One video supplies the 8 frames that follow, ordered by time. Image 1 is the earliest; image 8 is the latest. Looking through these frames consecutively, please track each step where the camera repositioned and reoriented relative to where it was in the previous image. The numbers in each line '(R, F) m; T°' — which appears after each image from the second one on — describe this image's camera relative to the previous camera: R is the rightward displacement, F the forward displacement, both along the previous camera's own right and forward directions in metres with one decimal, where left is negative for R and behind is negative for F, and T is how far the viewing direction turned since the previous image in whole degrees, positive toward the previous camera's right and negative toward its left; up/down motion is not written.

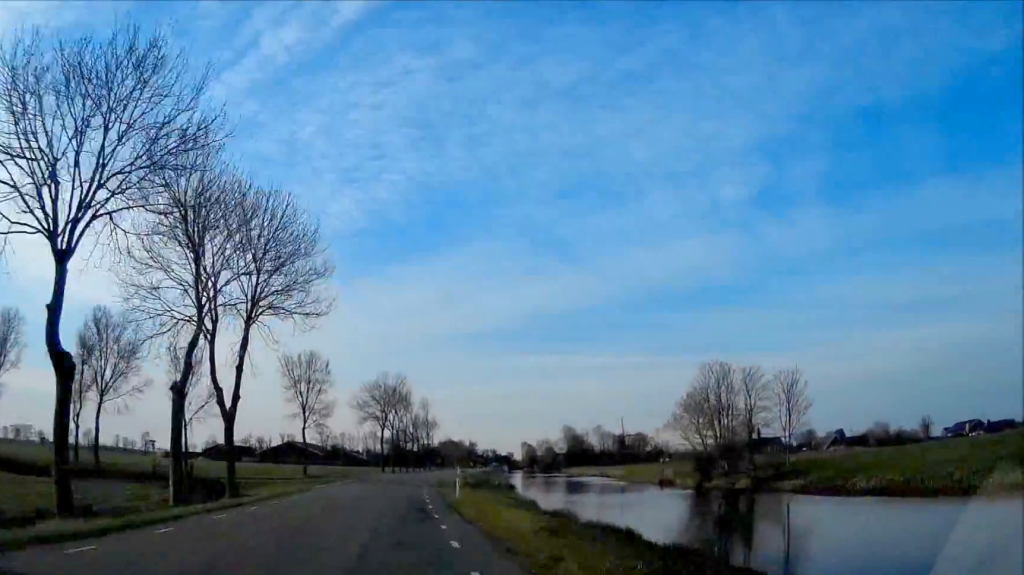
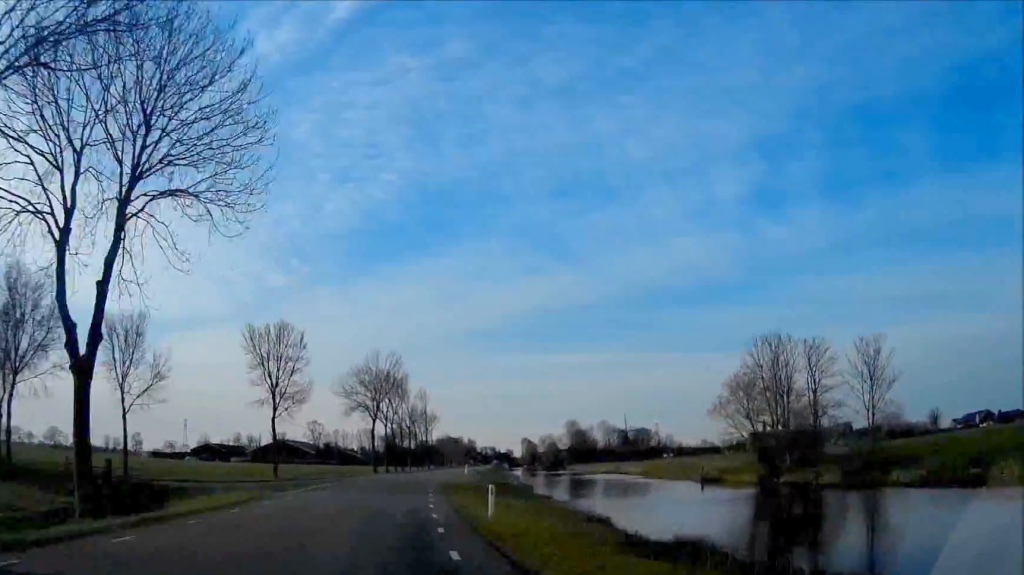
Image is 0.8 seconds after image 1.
(+0.1, +15.2) m; +1°
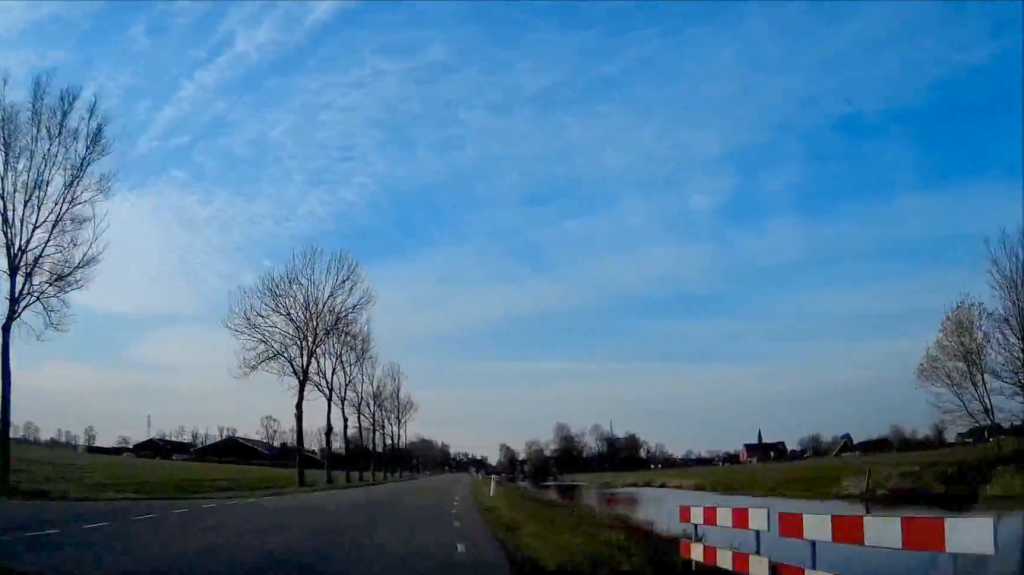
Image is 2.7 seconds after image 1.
(+0.6, +35.6) m; +2°
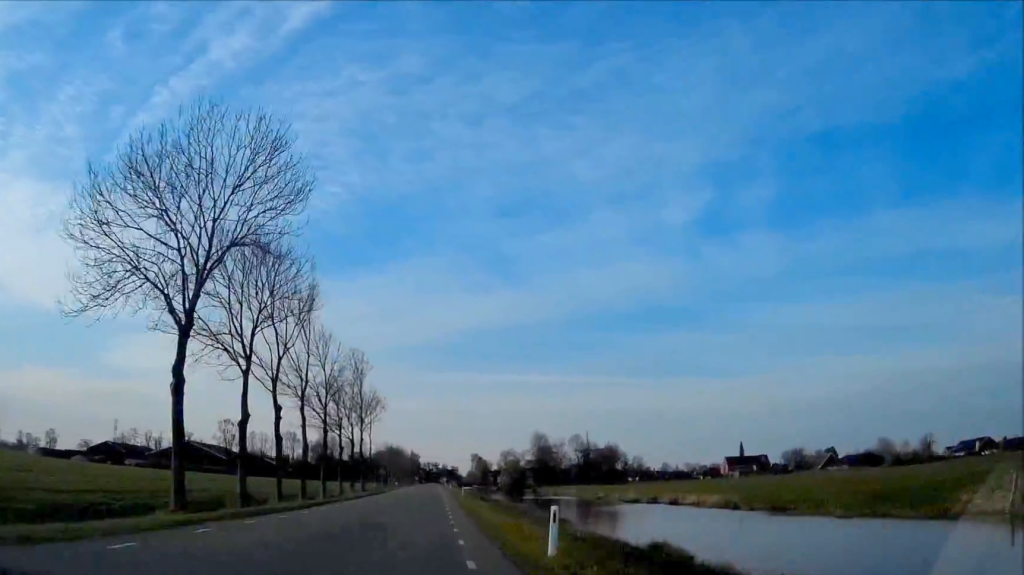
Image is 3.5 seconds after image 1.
(+0.1, +16.5) m; +1°
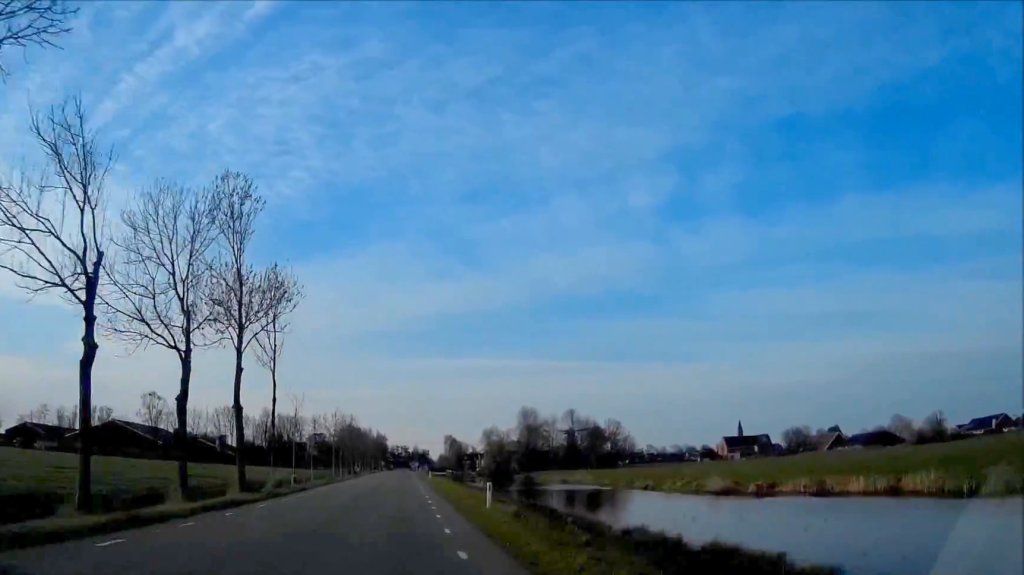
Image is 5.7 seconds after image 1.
(+1.0, +40.5) m; +2°
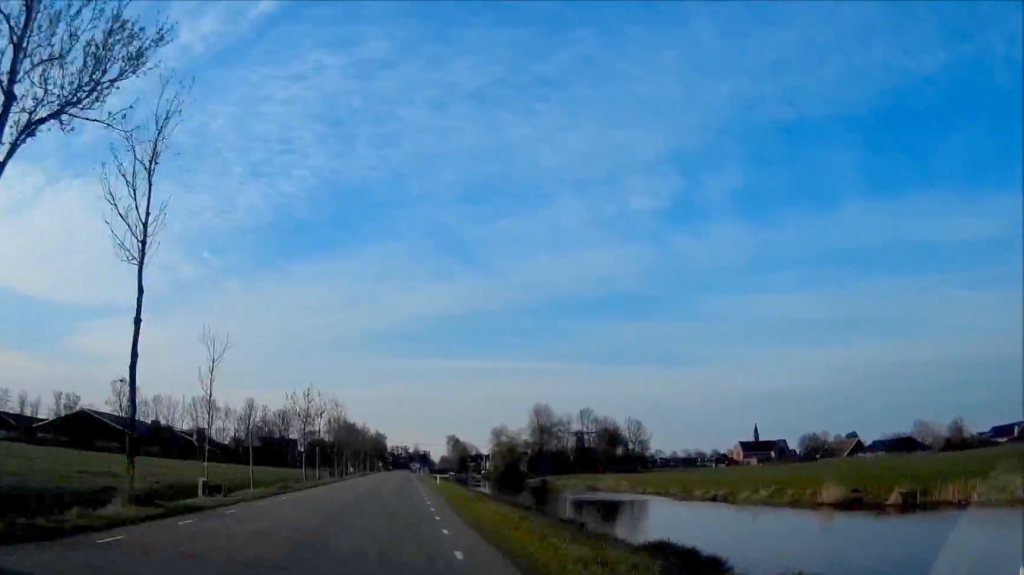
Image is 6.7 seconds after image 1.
(0.0, +20.0) m; 0°
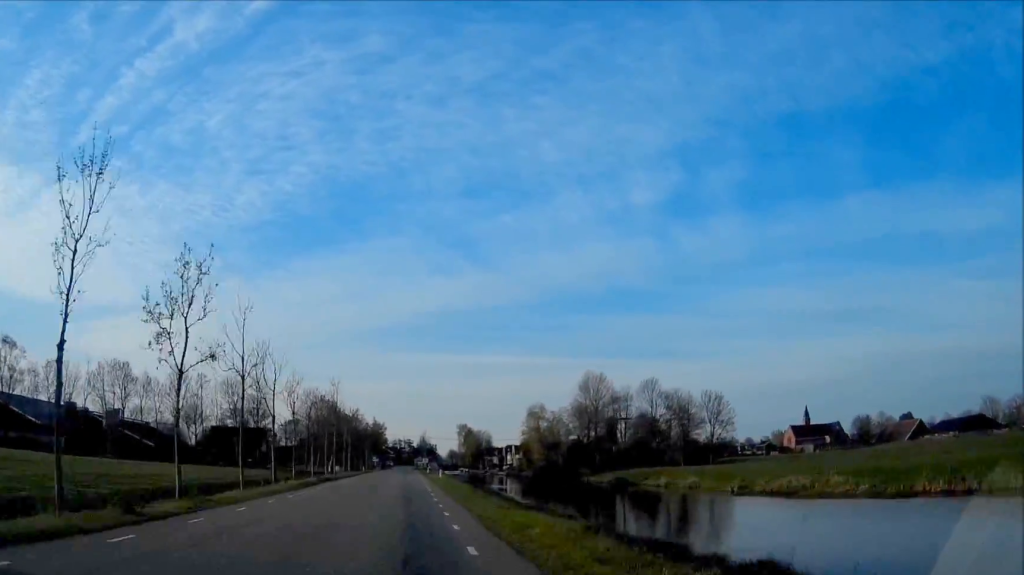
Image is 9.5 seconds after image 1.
(-0.3, +51.9) m; 0°
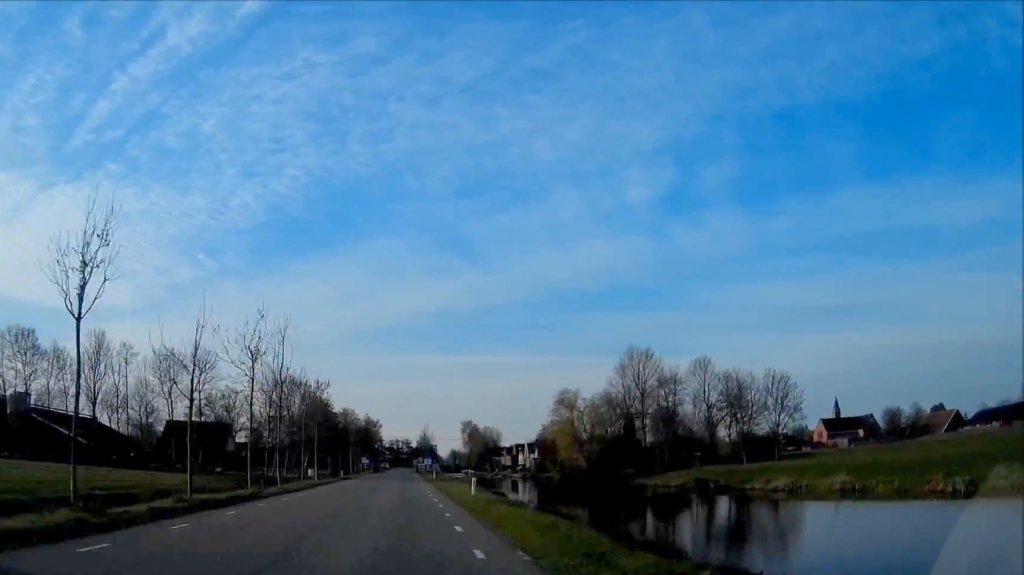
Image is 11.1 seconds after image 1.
(+0.1, +28.7) m; 0°
